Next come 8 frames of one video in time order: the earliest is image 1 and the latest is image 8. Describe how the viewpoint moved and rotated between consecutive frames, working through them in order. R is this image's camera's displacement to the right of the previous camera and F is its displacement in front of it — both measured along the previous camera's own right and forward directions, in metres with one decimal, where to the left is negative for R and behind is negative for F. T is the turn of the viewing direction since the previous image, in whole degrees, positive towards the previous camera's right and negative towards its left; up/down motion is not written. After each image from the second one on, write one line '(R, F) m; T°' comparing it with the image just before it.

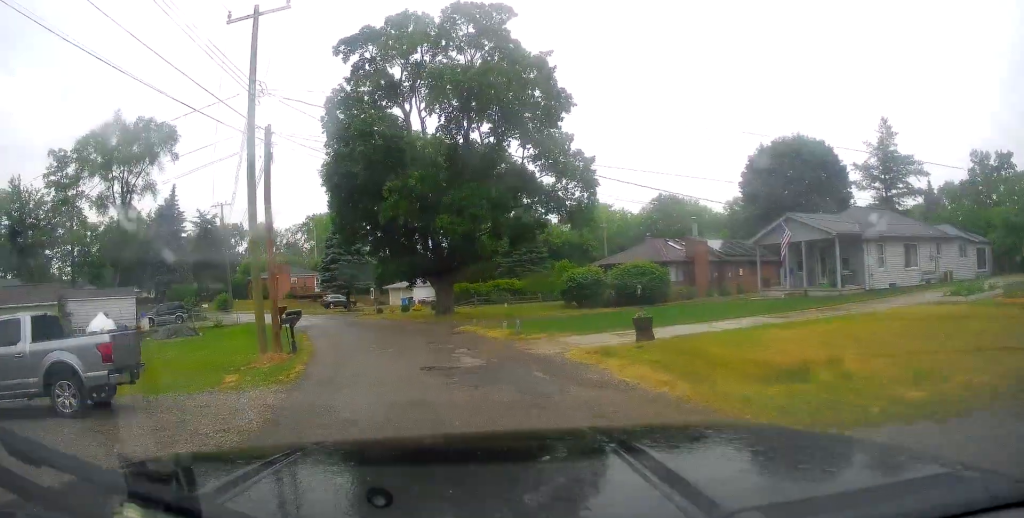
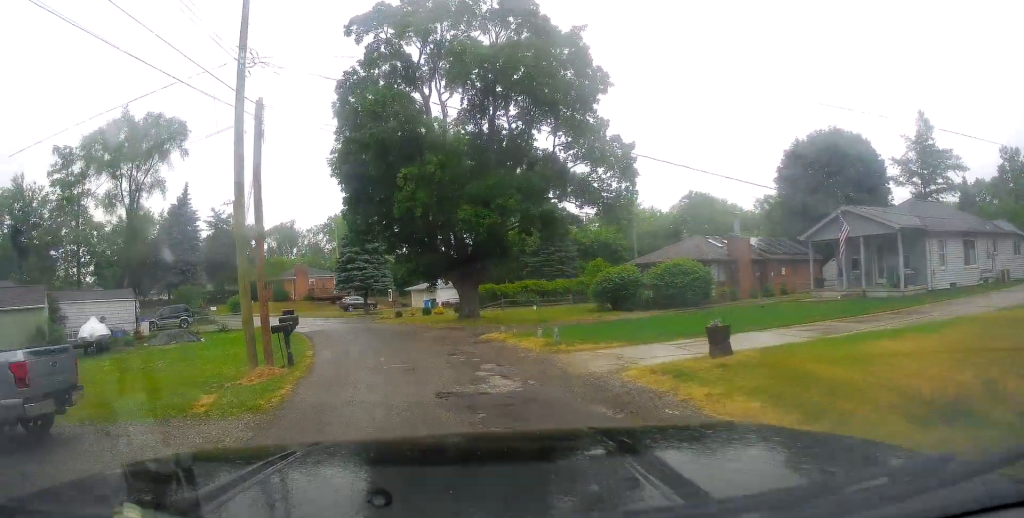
(-0.3, +3.1) m; -5°
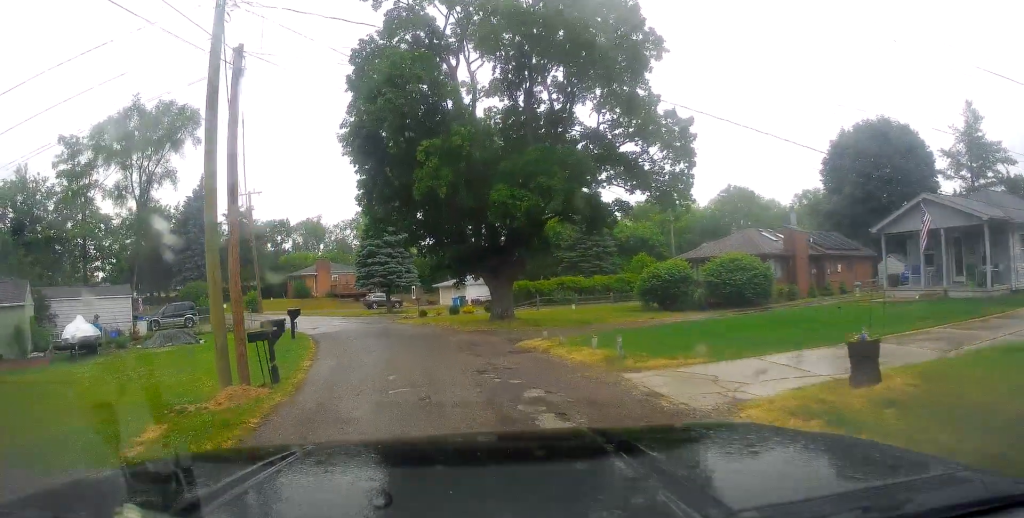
(-0.2, +3.8) m; -5°
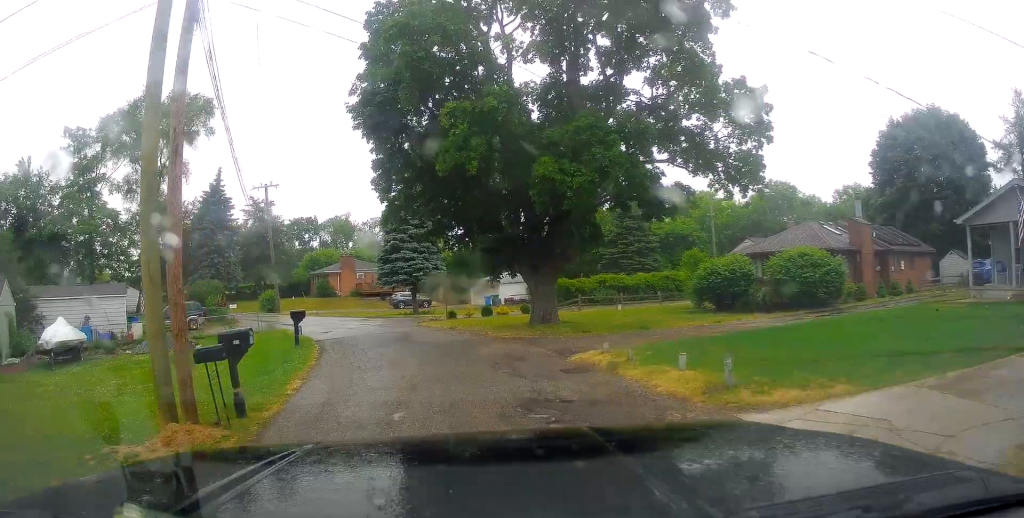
(-0.3, +3.9) m; -2°
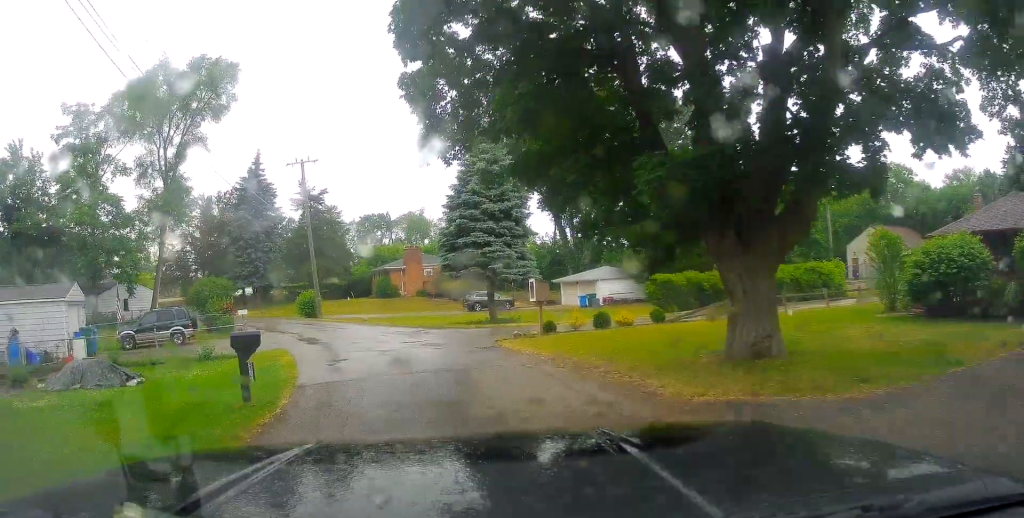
(-0.4, +11.1) m; -8°
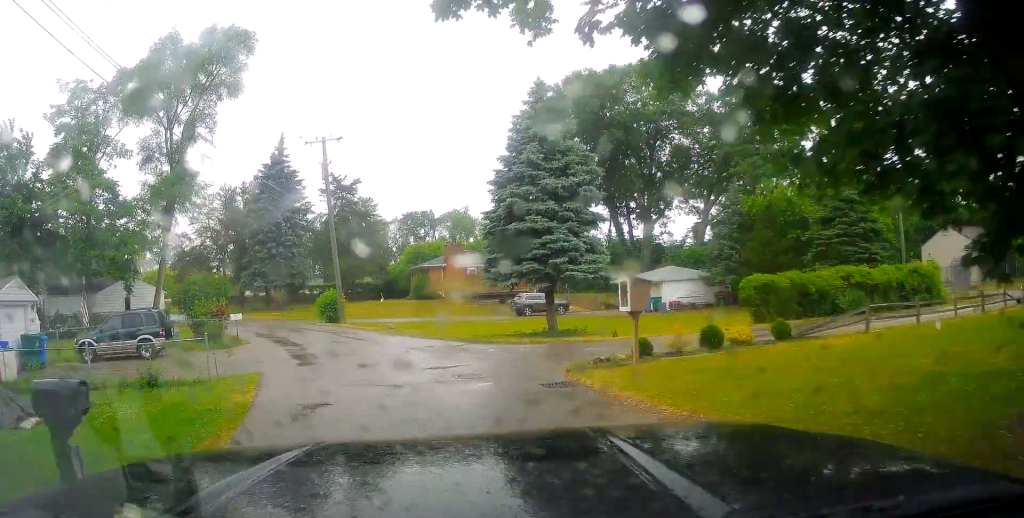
(-0.5, +6.5) m; -6°
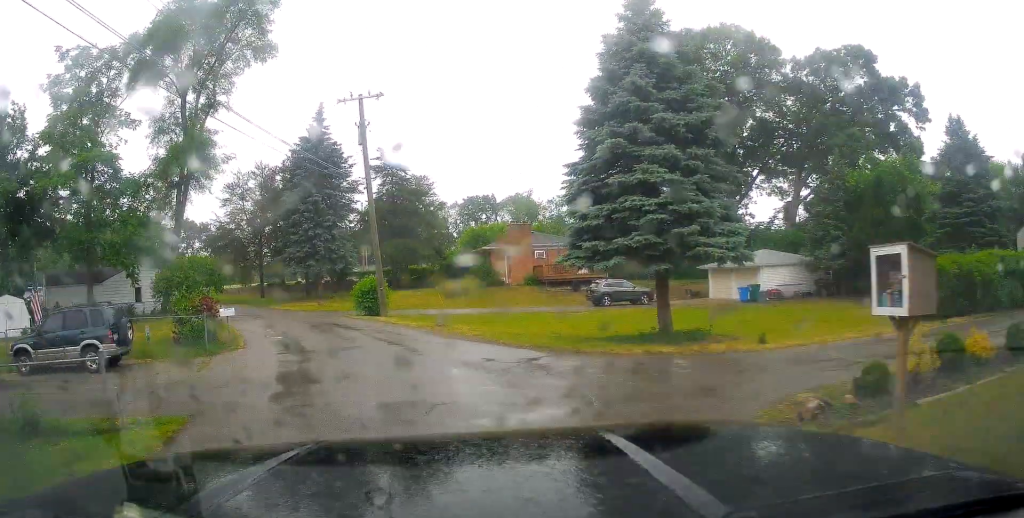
(-0.2, +7.2) m; -1°
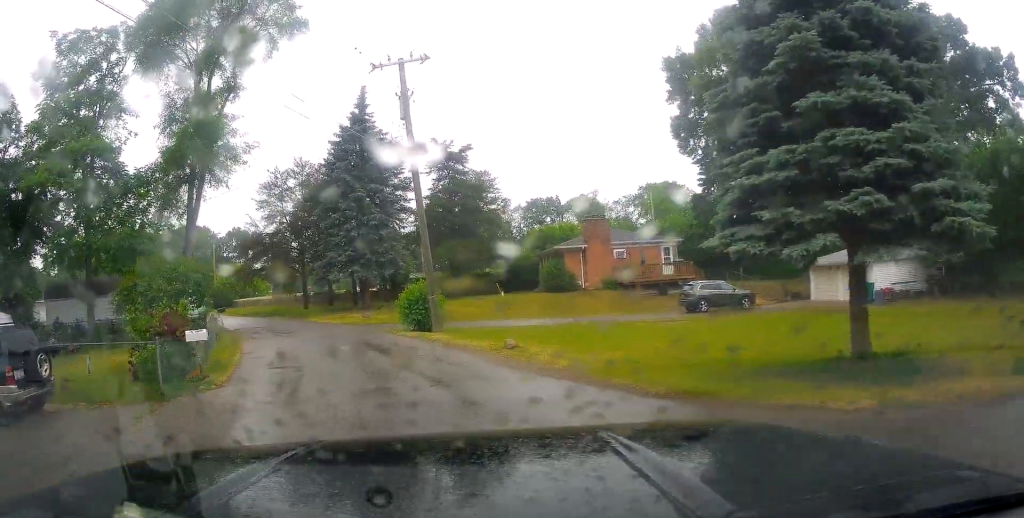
(+0.1, +6.5) m; -4°
